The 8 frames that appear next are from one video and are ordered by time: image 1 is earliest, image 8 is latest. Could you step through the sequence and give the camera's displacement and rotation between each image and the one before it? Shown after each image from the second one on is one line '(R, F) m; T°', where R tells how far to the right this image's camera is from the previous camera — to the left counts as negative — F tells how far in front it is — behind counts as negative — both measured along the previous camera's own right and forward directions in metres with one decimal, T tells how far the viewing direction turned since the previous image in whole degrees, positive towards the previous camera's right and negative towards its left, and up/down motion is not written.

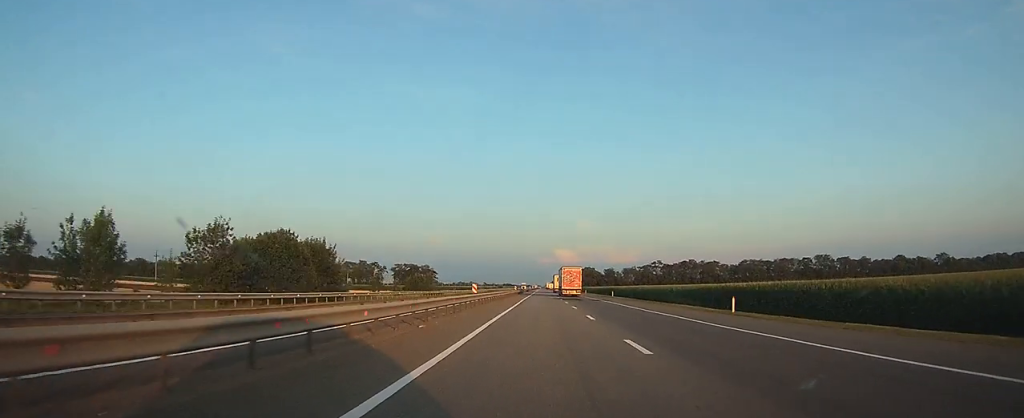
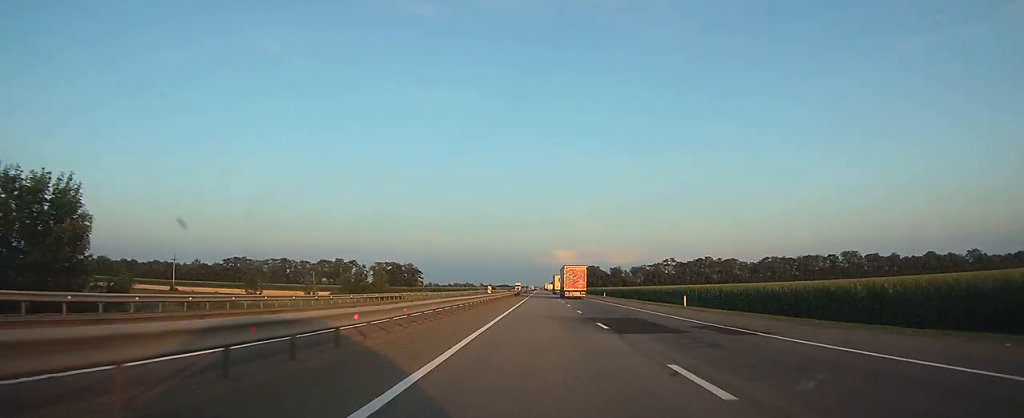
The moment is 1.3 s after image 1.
(+0.3, +40.2) m; 0°
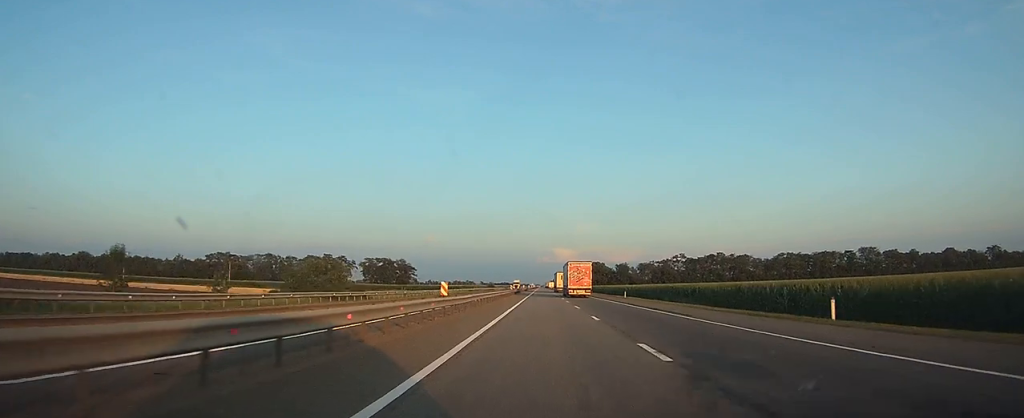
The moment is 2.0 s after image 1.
(0.0, +20.5) m; 0°
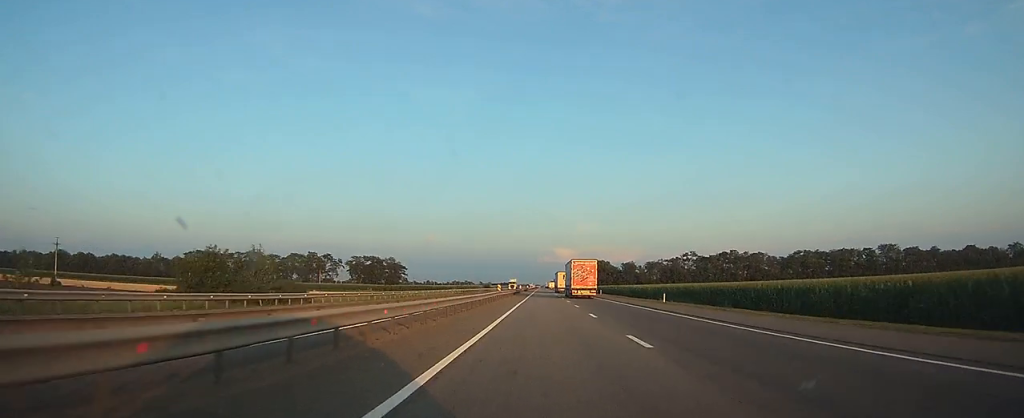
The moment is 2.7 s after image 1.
(0.0, +21.7) m; 0°
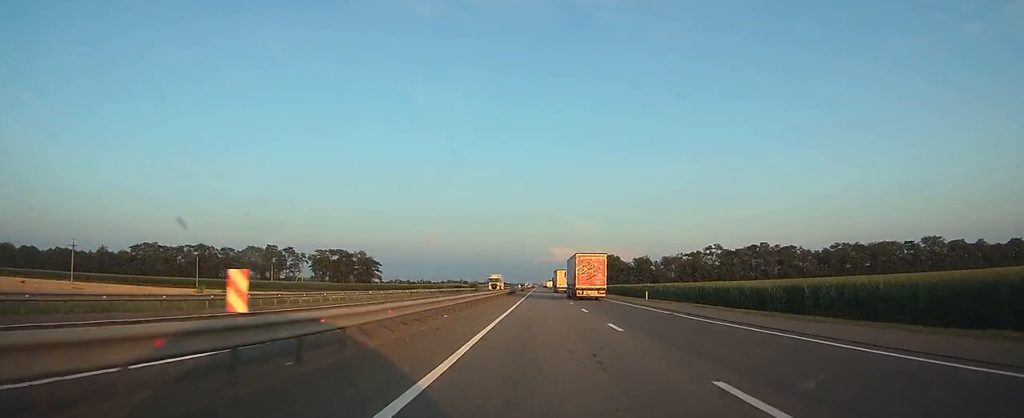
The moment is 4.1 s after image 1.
(+0.1, +43.8) m; 0°
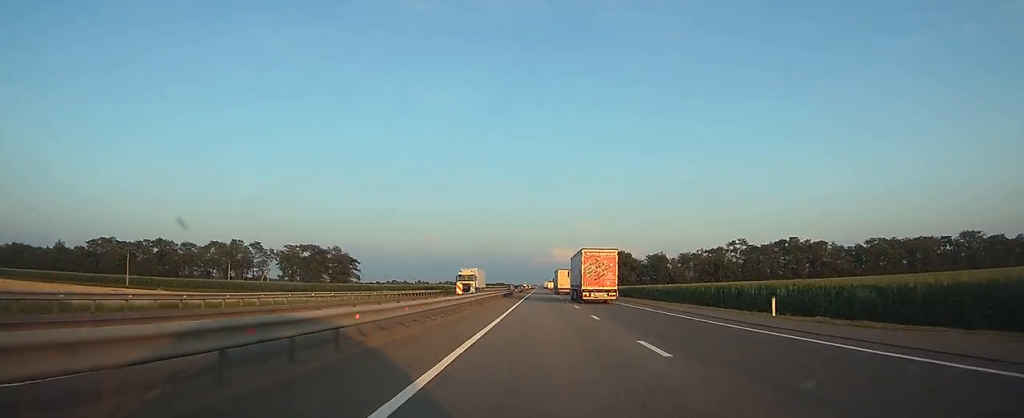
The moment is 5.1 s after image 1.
(+0.1, +30.4) m; 0°
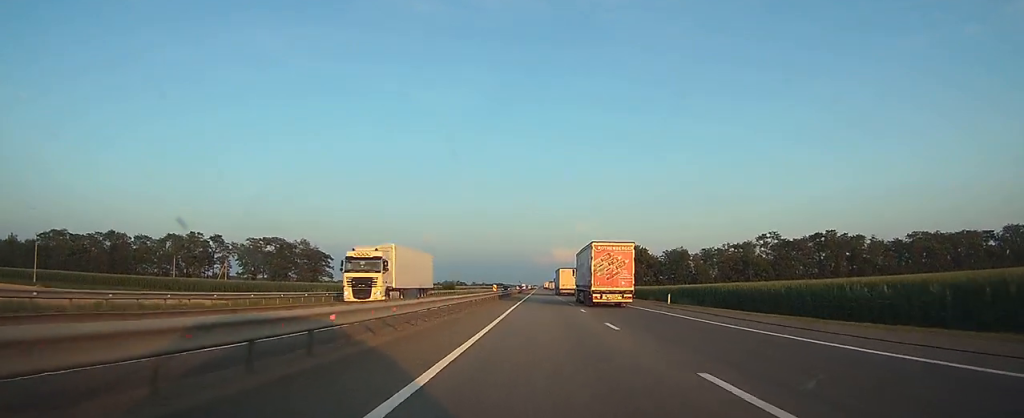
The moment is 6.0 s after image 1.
(-0.1, +29.4) m; 0°
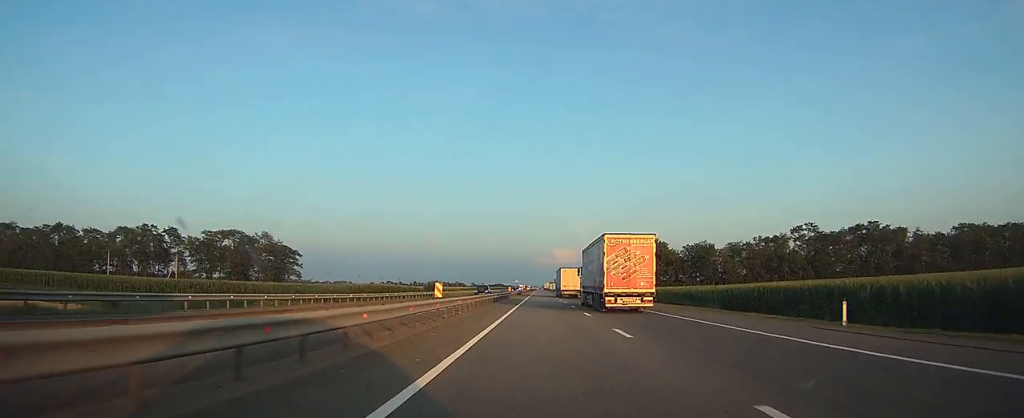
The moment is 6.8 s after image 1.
(-0.1, +26.3) m; 0°
